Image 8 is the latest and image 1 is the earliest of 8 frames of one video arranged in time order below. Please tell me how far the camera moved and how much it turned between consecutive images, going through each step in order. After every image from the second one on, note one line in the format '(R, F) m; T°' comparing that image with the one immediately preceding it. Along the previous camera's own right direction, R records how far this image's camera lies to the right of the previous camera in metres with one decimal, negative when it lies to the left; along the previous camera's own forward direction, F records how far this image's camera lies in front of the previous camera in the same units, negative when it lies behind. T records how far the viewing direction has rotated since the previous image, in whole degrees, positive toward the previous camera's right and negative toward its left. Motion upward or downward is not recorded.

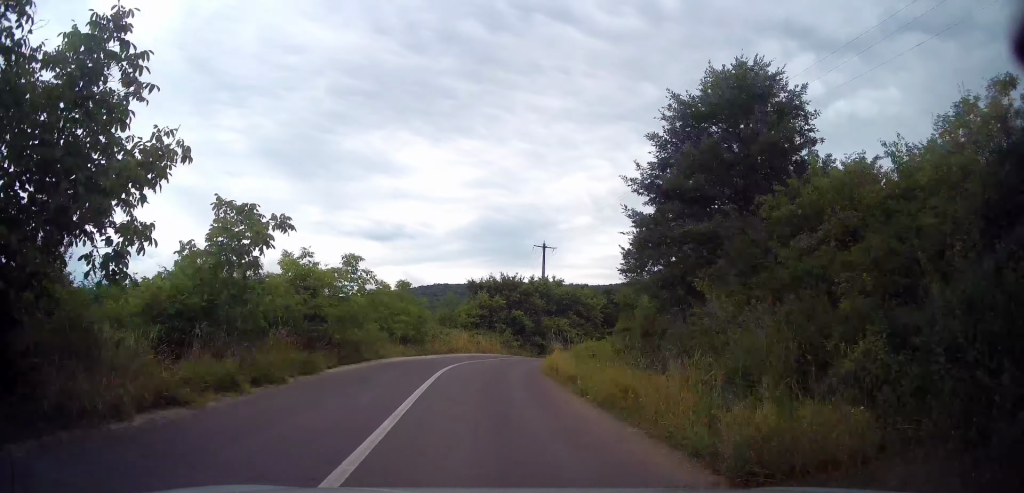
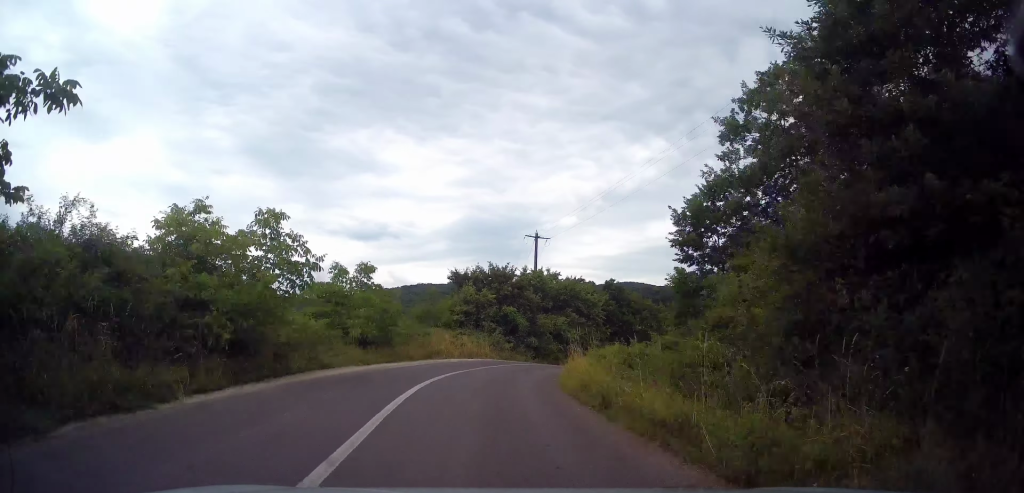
(-0.3, +9.2) m; +1°
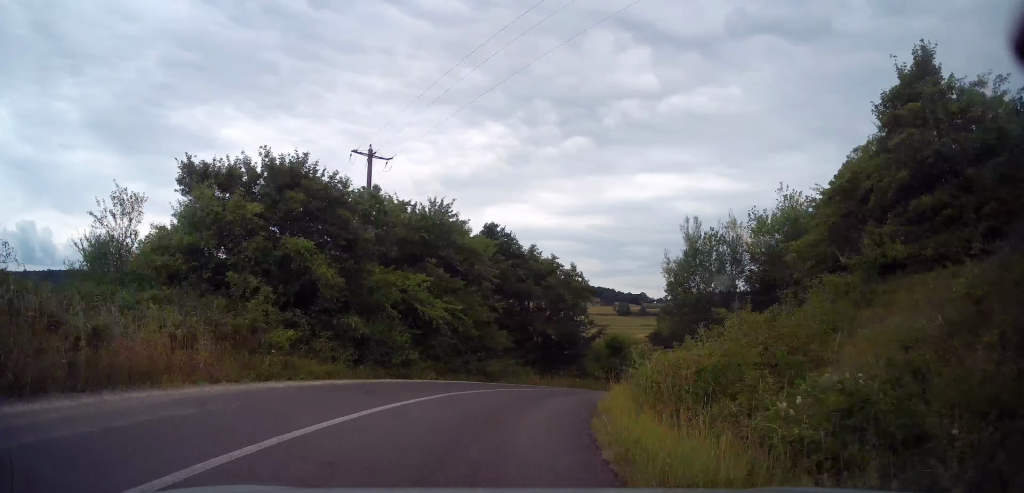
(+3.6, +26.4) m; +20°
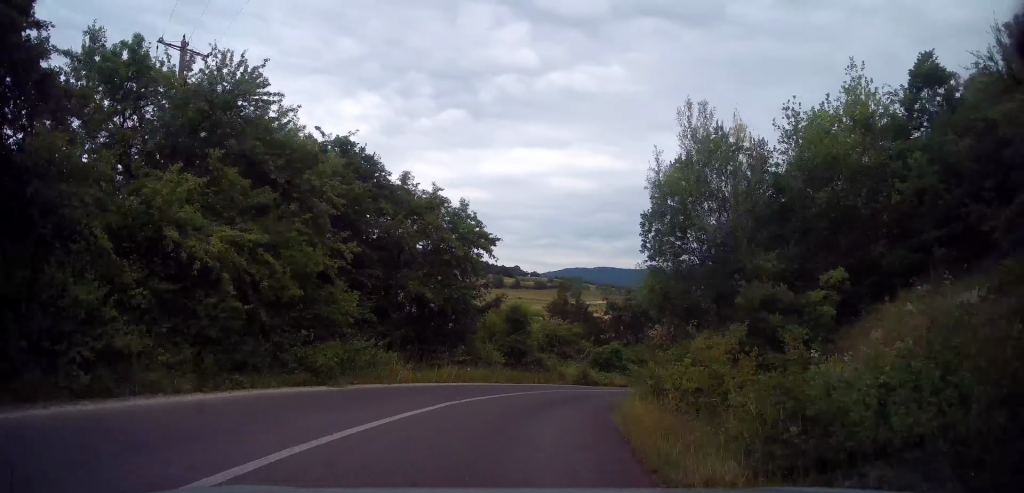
(+1.2, +10.3) m; +13°
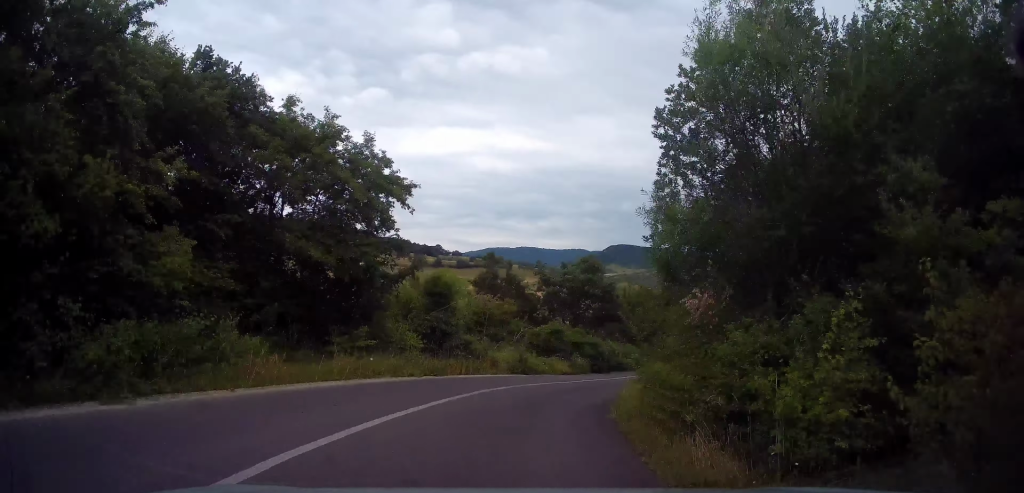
(+0.5, +4.8) m; +7°
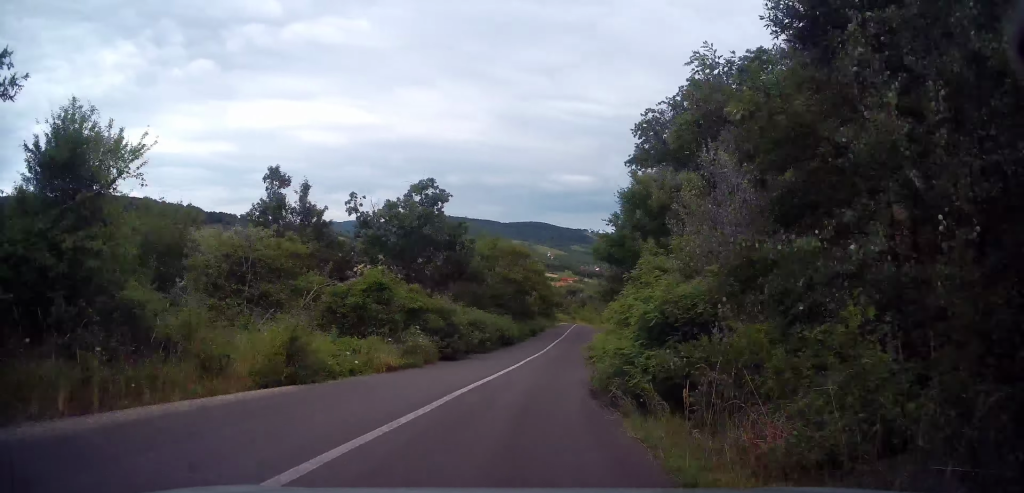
(+1.0, +17.0) m; +12°
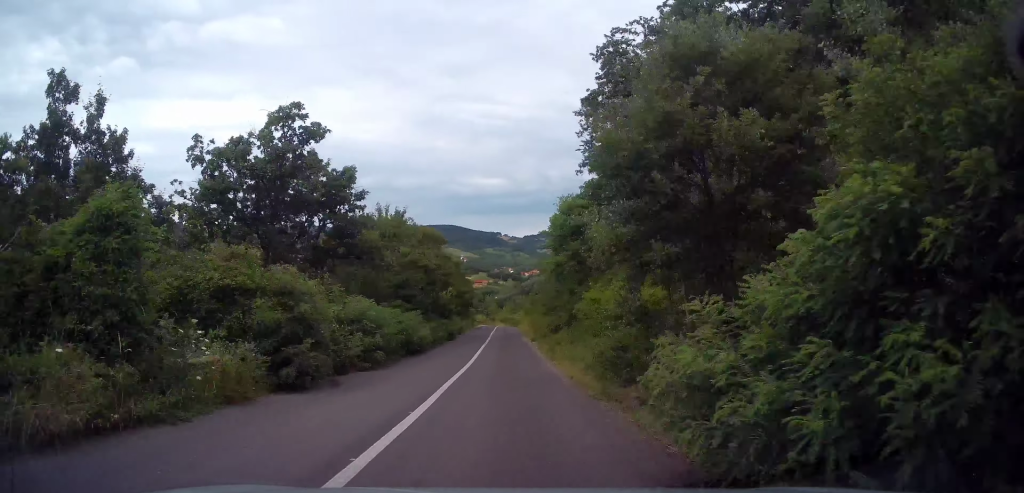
(+1.7, +11.5) m; +9°
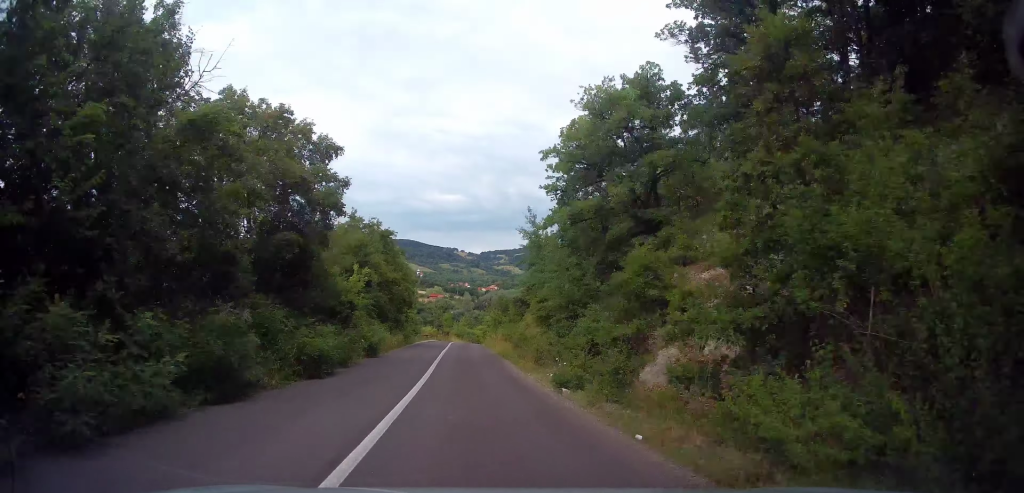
(+3.0, +26.2) m; +9°
